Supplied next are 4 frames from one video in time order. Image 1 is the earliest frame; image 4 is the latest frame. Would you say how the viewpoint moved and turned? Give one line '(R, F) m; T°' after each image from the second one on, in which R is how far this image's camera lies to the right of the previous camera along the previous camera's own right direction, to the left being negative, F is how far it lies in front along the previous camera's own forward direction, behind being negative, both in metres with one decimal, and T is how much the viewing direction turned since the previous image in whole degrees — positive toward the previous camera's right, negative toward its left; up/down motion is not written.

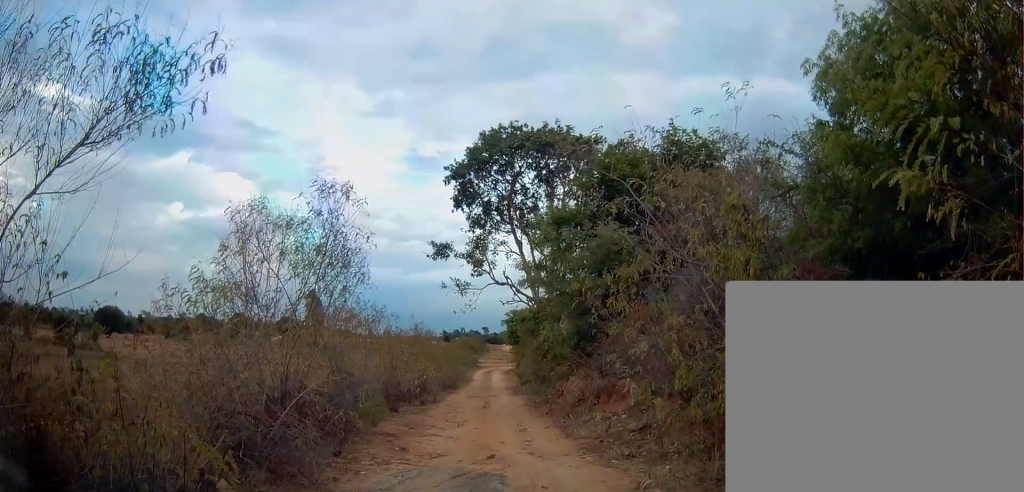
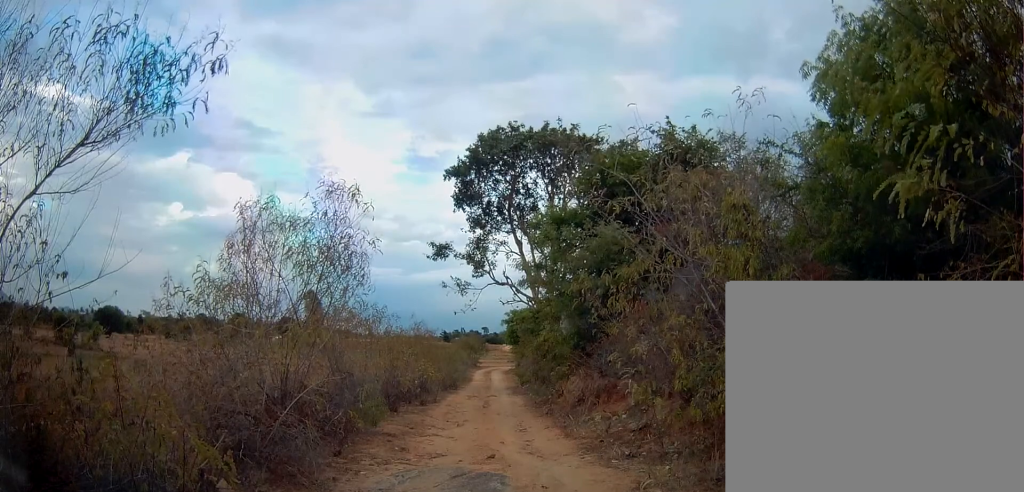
(0.0, 0.0) m; 0°
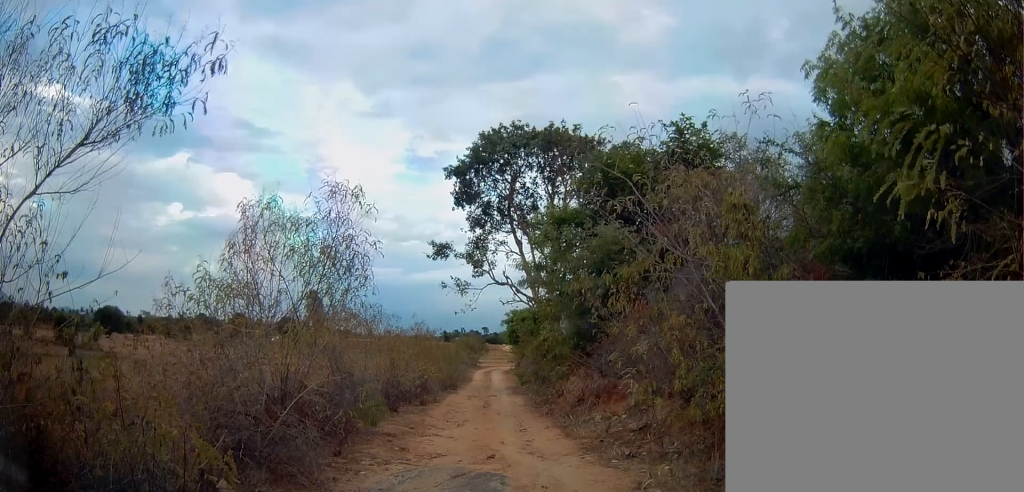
(0.0, 0.0) m; 0°
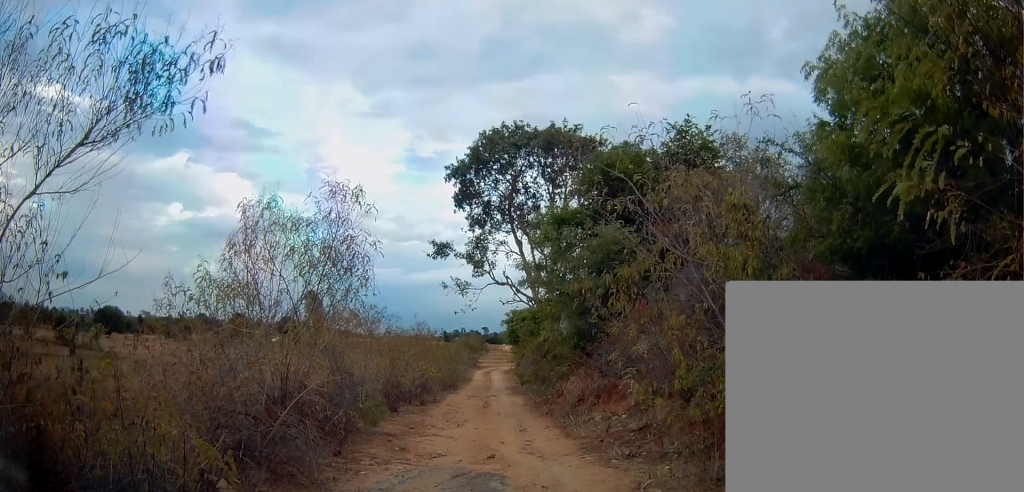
(0.0, 0.0) m; 0°
